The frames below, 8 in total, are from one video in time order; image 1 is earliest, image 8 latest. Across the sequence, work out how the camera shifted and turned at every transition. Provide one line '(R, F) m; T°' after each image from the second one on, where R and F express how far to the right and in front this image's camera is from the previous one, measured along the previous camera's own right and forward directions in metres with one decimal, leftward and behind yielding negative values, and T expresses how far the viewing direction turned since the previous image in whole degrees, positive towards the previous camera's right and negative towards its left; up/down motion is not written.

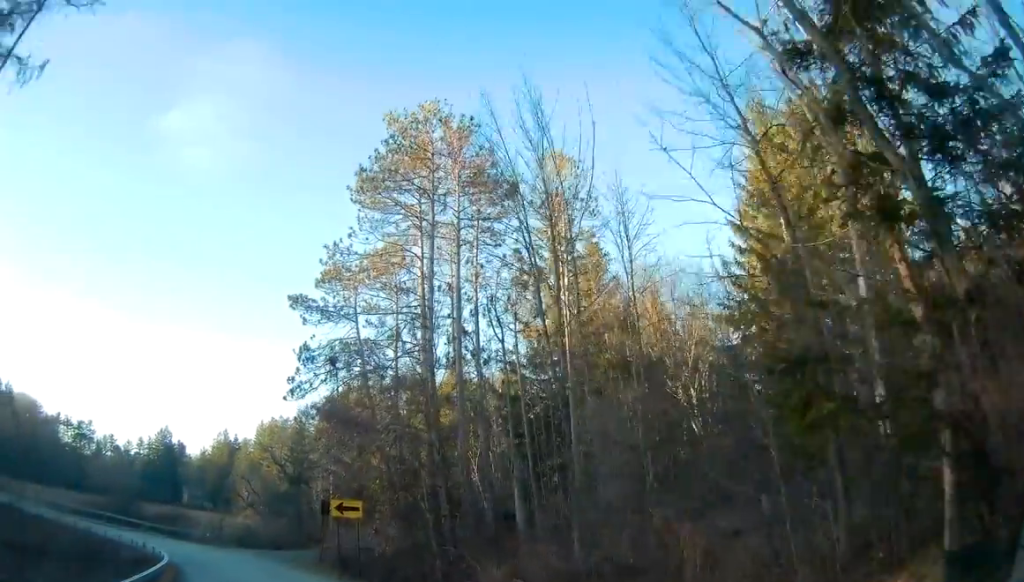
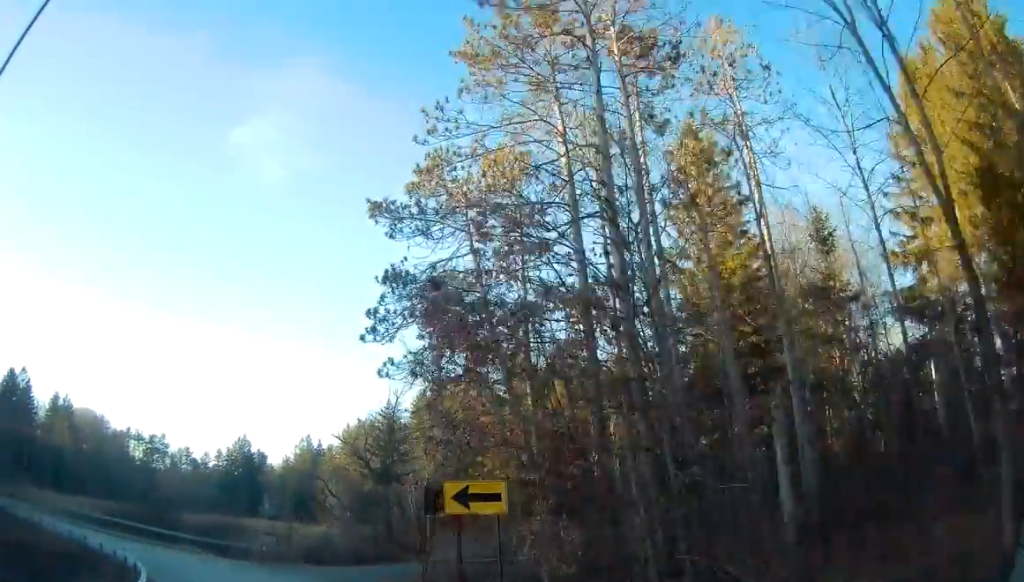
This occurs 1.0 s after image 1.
(-1.9, +10.0) m; -11°
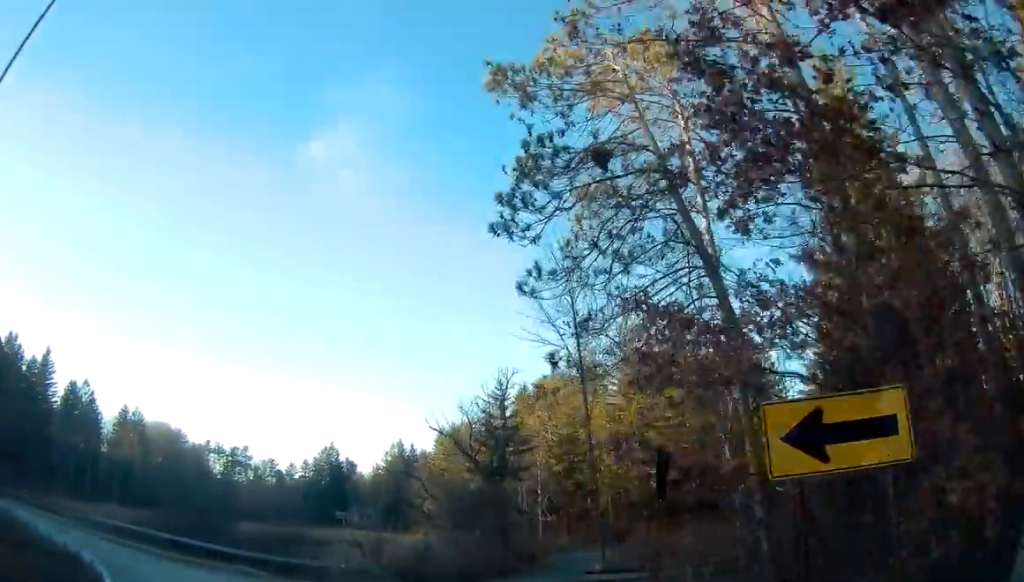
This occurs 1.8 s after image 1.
(0.0, +7.3) m; -4°
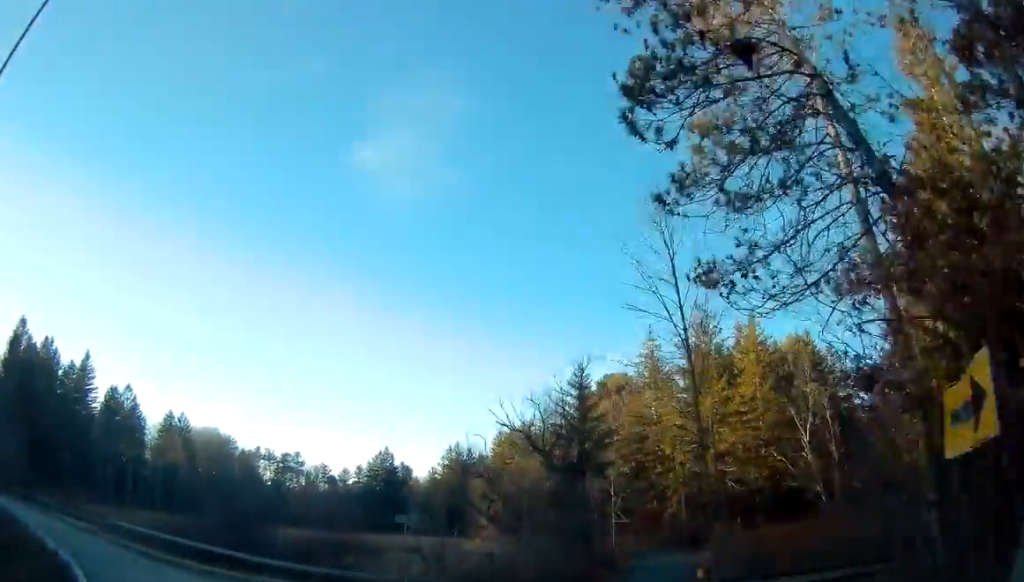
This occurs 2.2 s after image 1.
(+0.3, +3.8) m; -1°
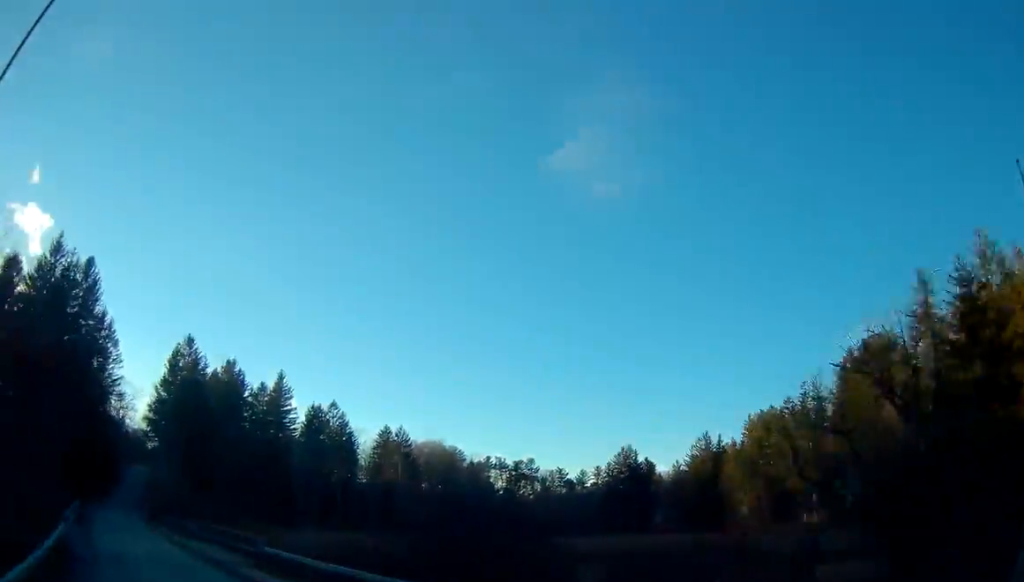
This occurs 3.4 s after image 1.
(-2.2, +10.5) m; -24°
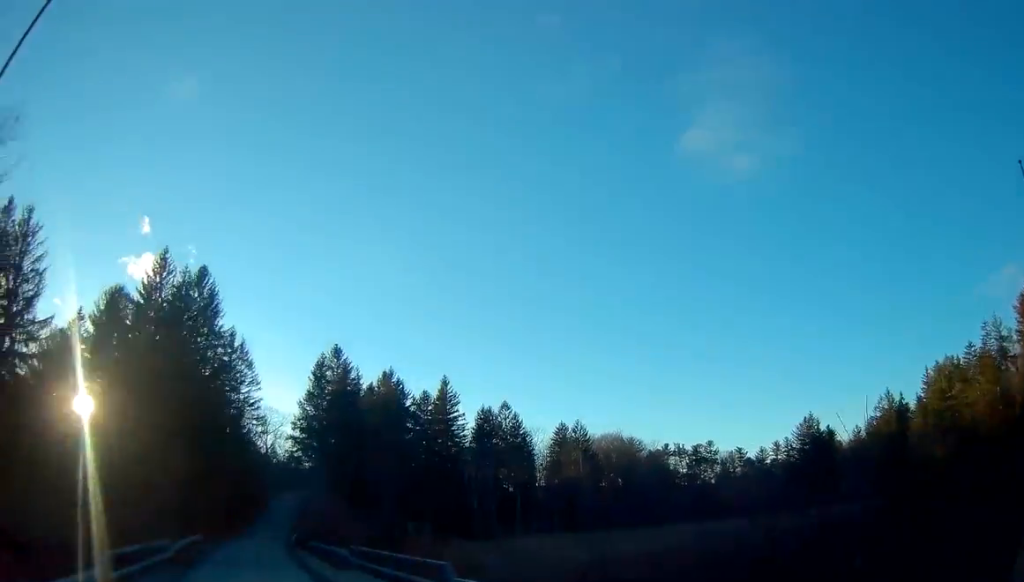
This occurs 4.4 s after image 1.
(-1.4, +7.8) m; -17°
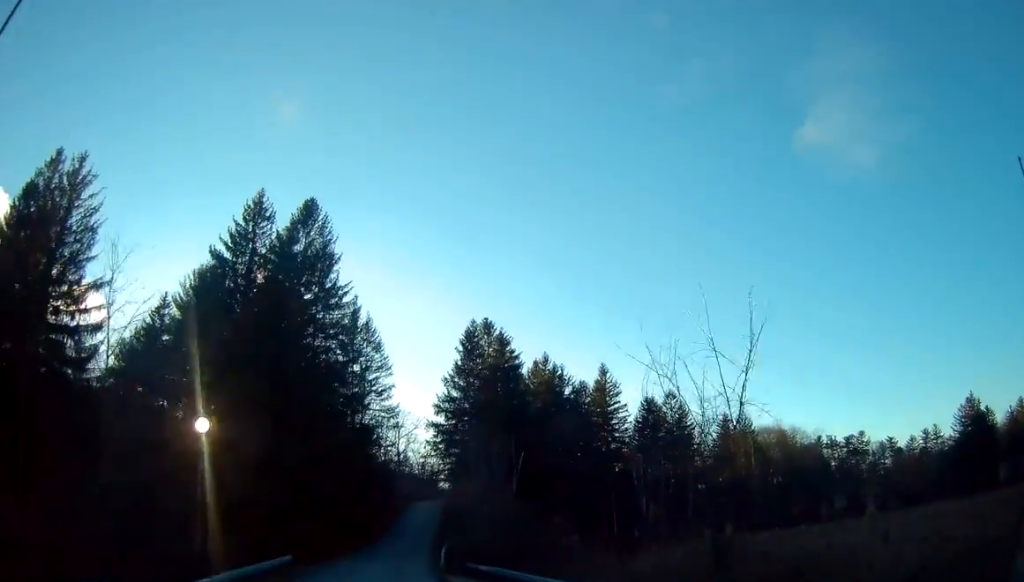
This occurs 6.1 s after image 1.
(-1.8, +15.4) m; -8°
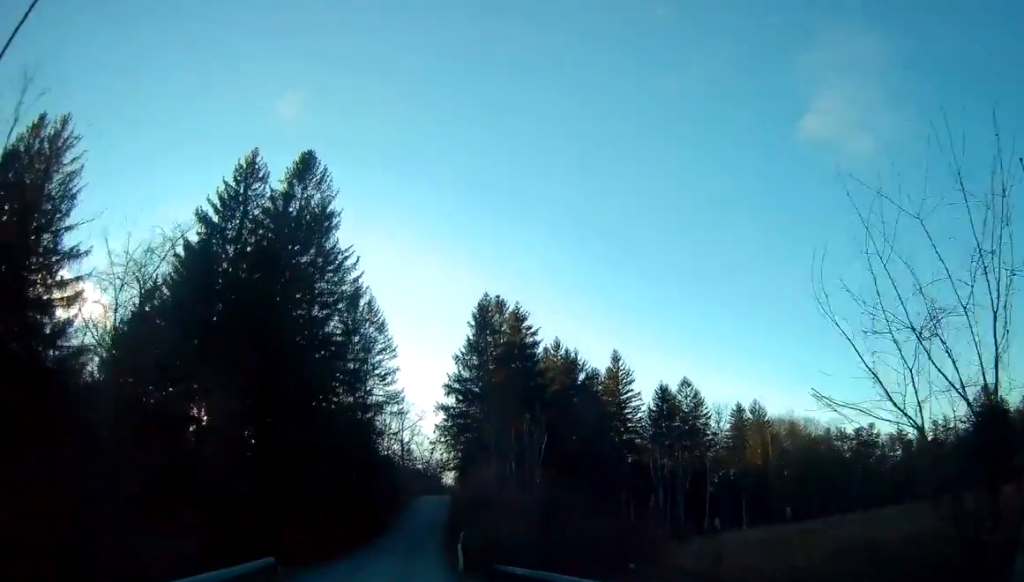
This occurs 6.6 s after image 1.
(-0.1, +5.9) m; +11°
